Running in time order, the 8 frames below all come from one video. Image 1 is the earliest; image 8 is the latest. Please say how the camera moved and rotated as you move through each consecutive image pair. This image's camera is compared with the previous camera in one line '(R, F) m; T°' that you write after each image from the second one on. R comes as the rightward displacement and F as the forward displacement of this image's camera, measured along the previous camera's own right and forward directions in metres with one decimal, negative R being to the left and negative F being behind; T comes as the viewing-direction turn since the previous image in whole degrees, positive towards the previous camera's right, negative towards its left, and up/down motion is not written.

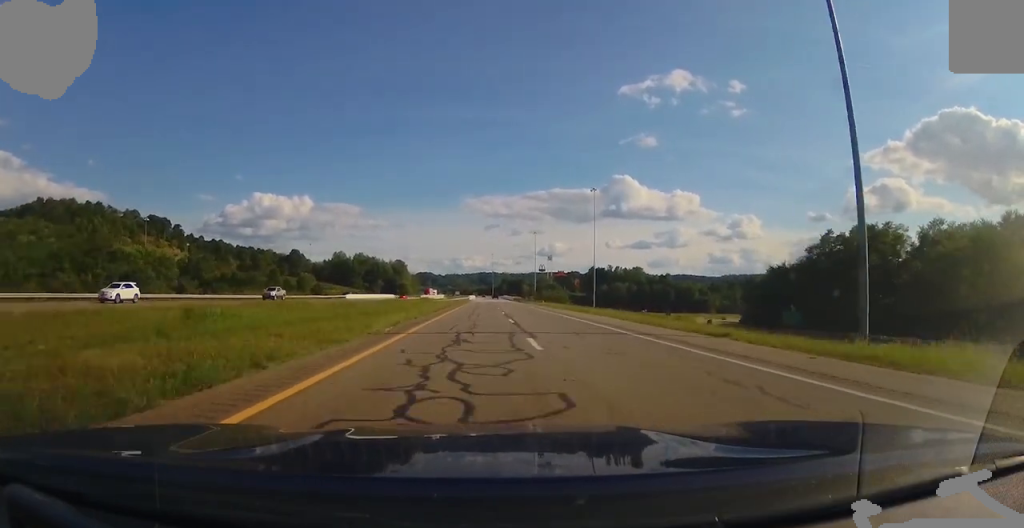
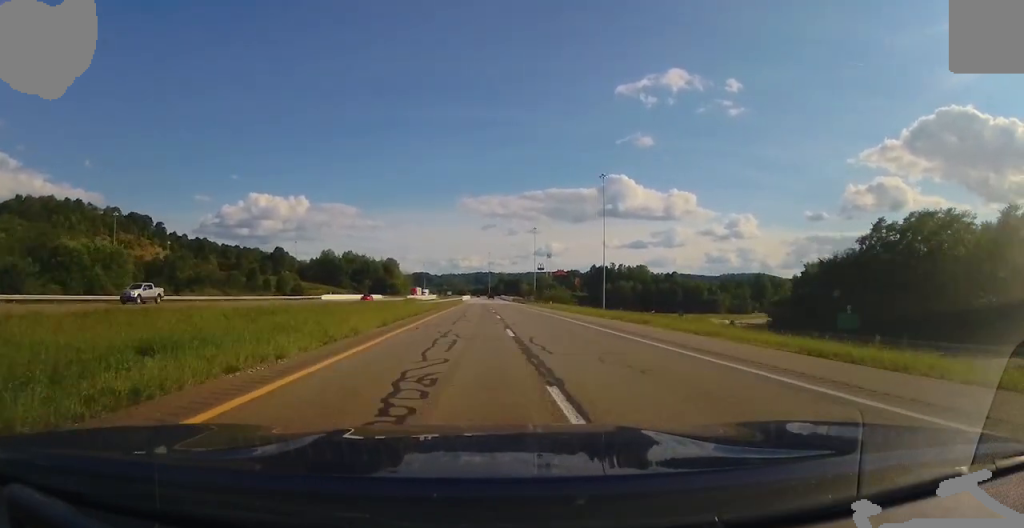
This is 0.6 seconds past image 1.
(0.0, +20.4) m; 0°
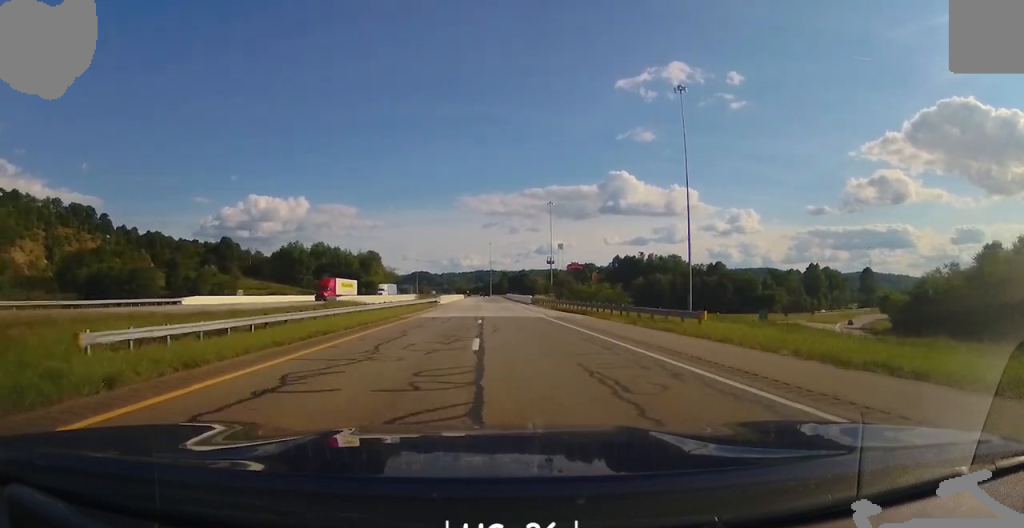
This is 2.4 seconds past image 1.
(+0.8, +66.7) m; +1°
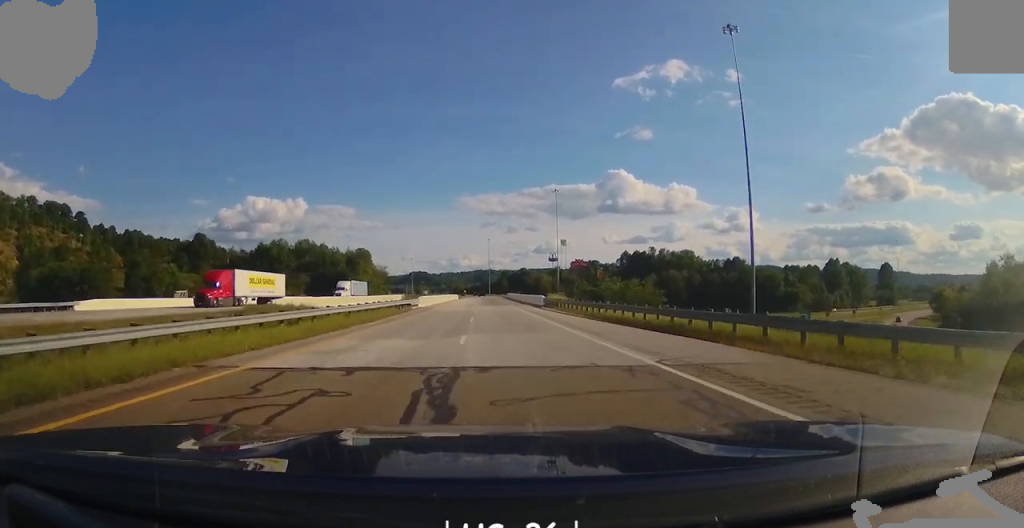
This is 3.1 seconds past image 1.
(+0.1, +22.6) m; 0°
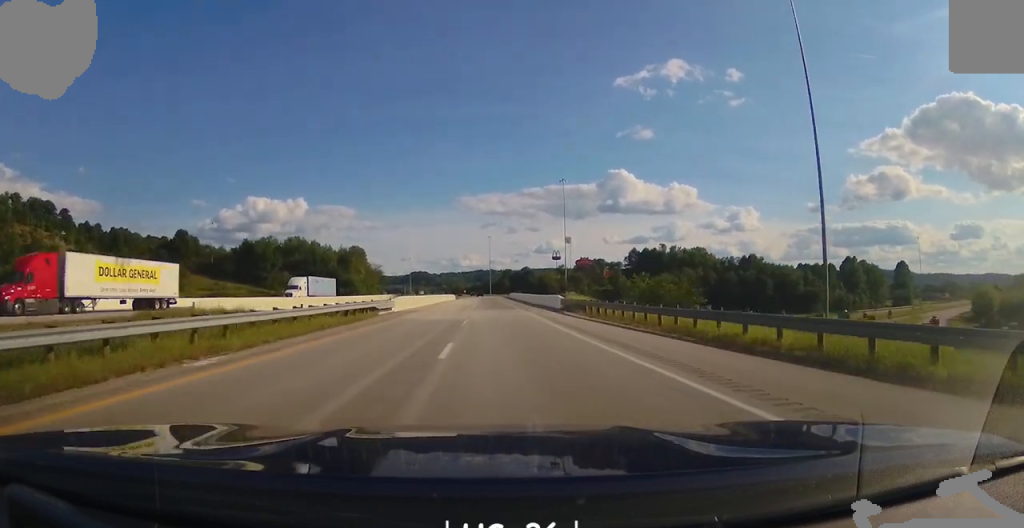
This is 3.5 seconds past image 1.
(-0.1, +15.4) m; 0°
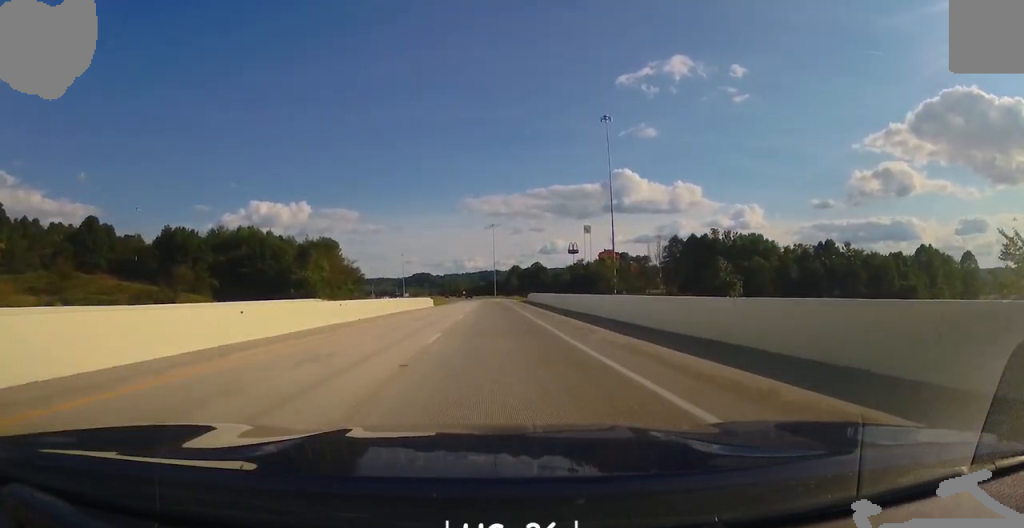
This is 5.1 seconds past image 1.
(-0.6, +56.8) m; -1°
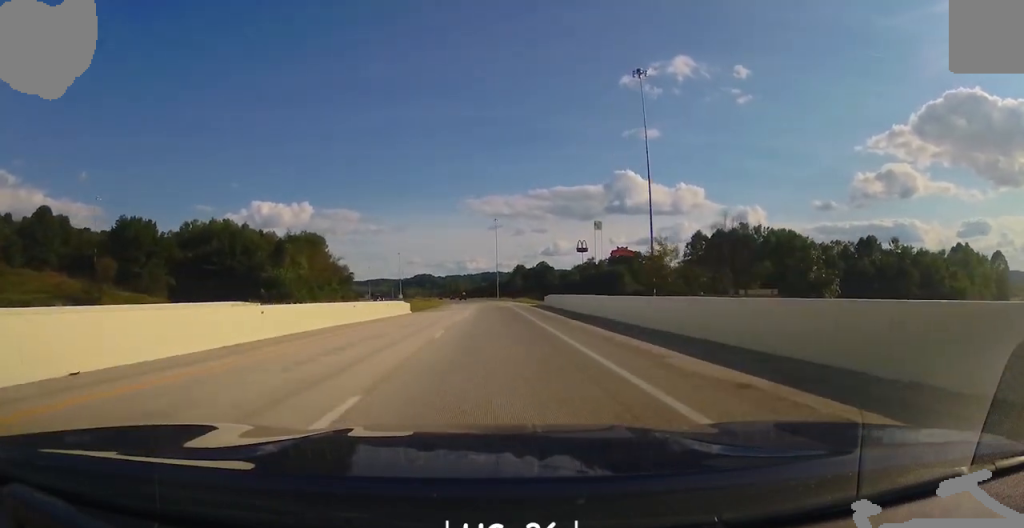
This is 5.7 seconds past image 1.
(0.0, +22.5) m; 0°
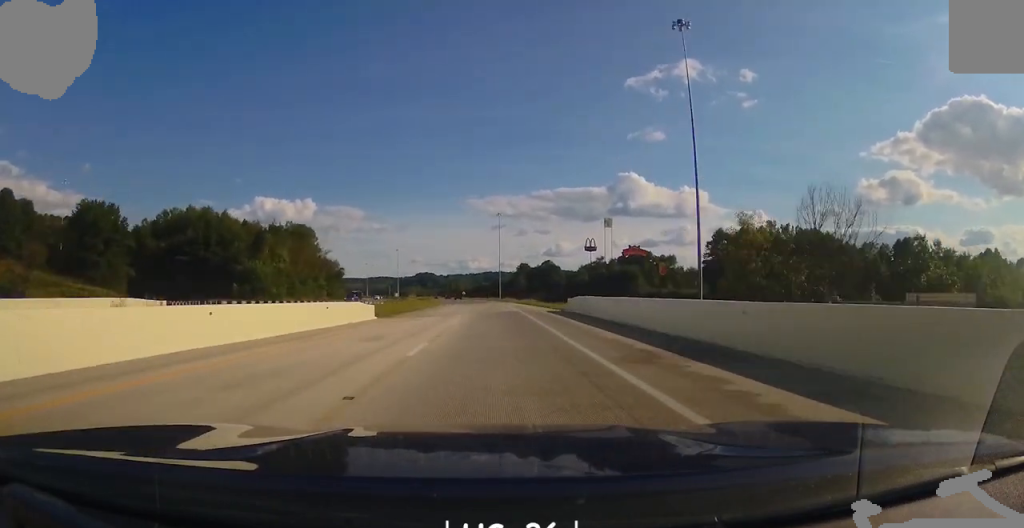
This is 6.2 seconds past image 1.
(+0.1, +16.6) m; 0°
